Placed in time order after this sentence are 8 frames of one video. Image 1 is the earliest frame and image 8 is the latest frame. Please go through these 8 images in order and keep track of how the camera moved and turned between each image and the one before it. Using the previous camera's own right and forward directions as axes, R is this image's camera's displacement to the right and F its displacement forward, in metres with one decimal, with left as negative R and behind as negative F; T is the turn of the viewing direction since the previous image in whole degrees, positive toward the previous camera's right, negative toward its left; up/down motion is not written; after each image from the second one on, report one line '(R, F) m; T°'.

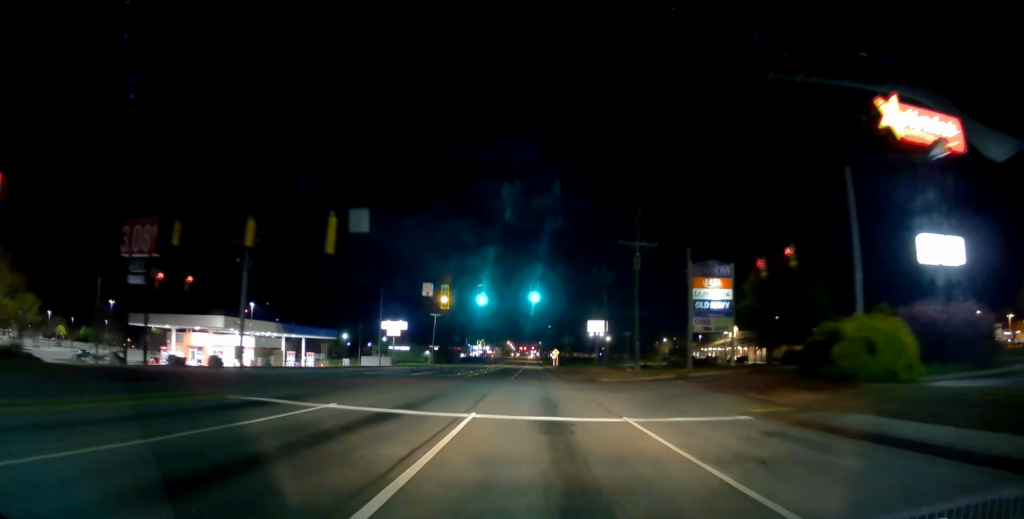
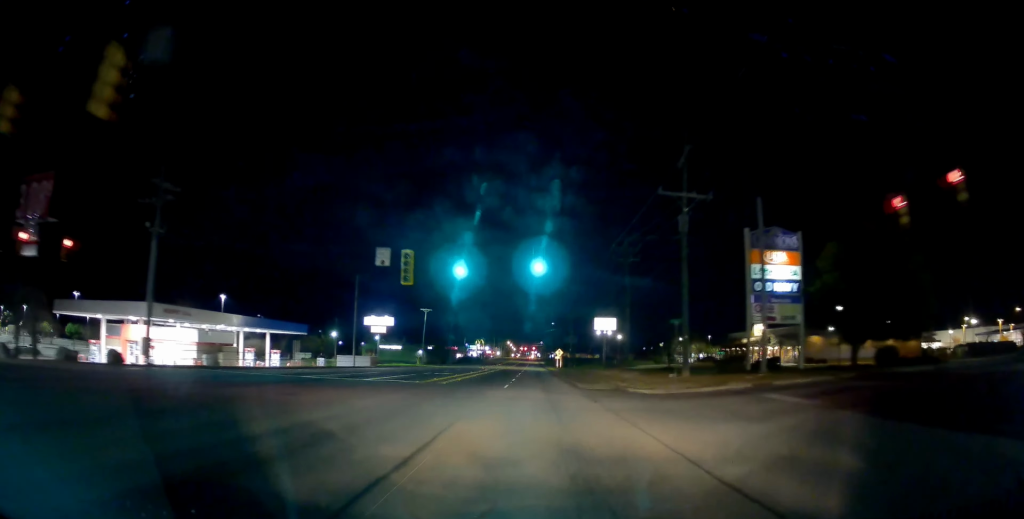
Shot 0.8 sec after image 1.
(+0.2, +13.9) m; +2°
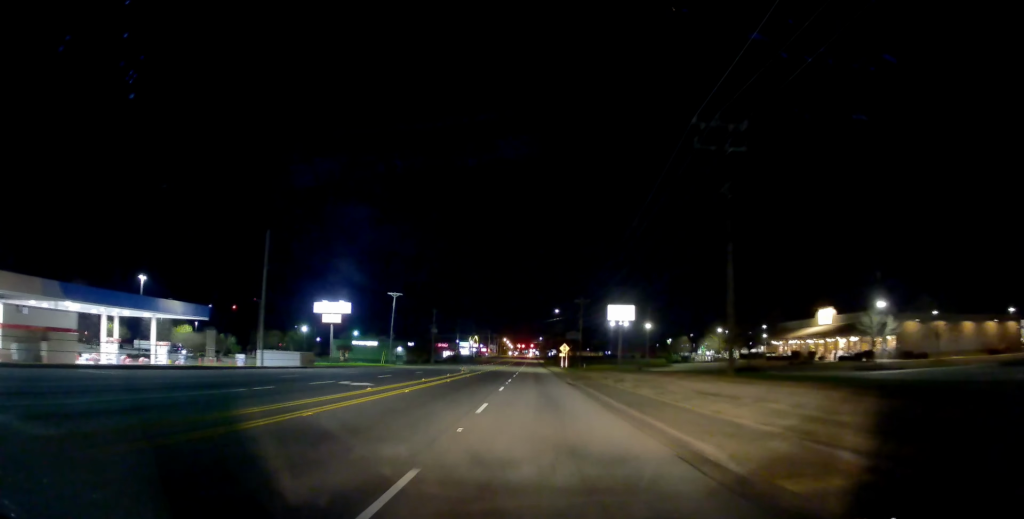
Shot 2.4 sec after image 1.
(0.0, +27.1) m; -1°
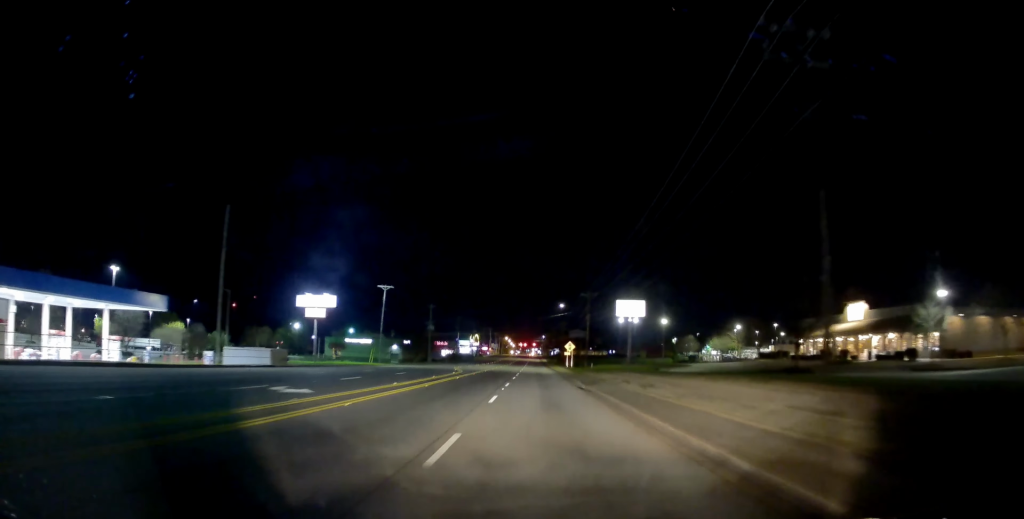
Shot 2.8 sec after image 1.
(-0.1, +8.1) m; -1°
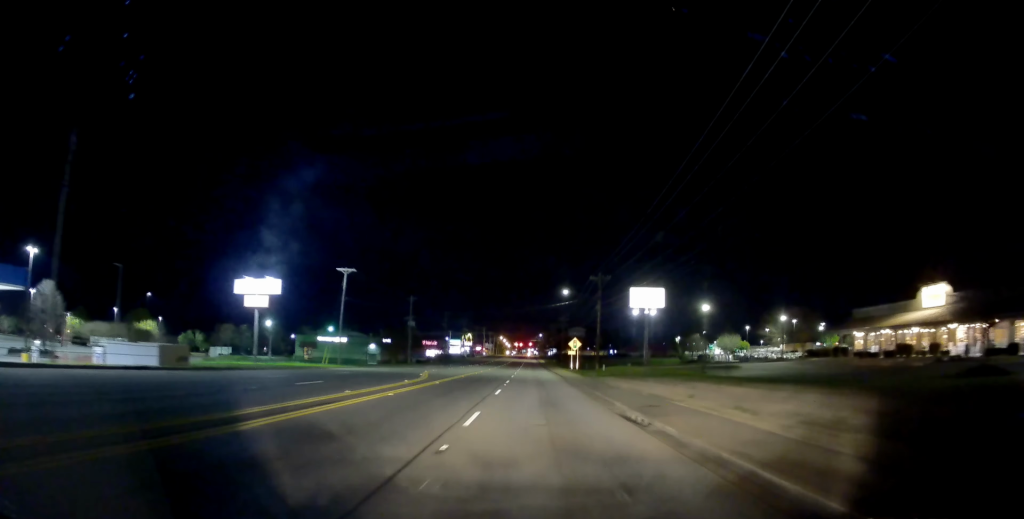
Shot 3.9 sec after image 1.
(0.0, +17.8) m; 0°
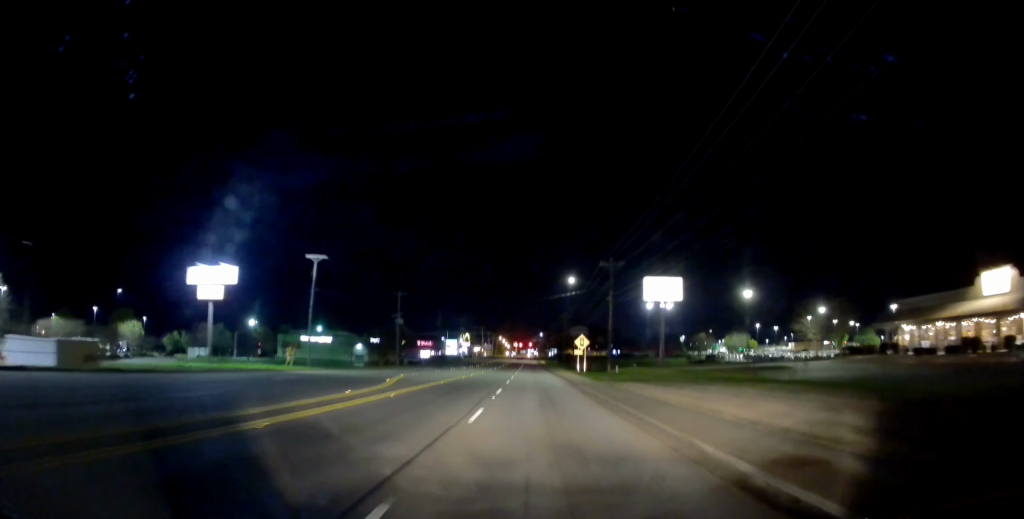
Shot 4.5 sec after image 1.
(0.0, +10.4) m; 0°
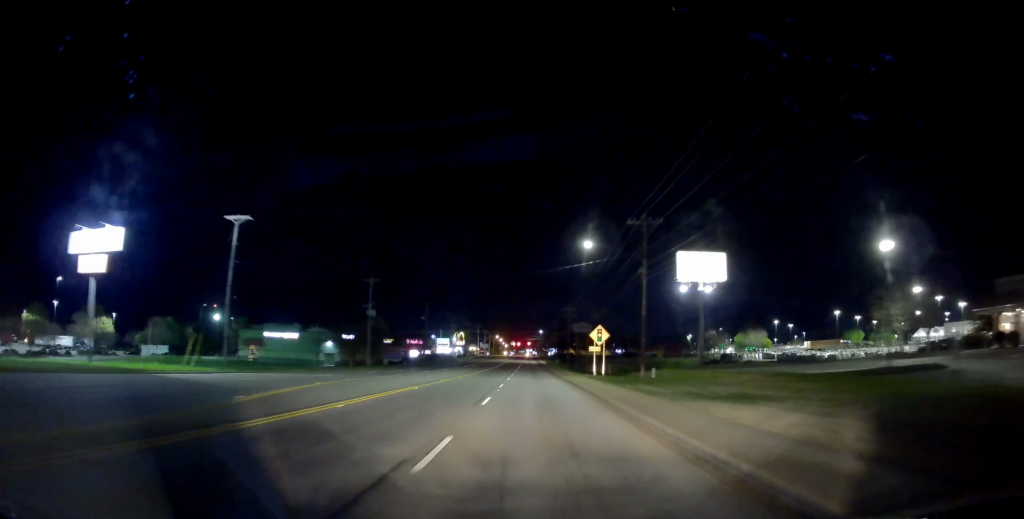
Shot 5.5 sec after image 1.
(0.0, +17.8) m; 0°
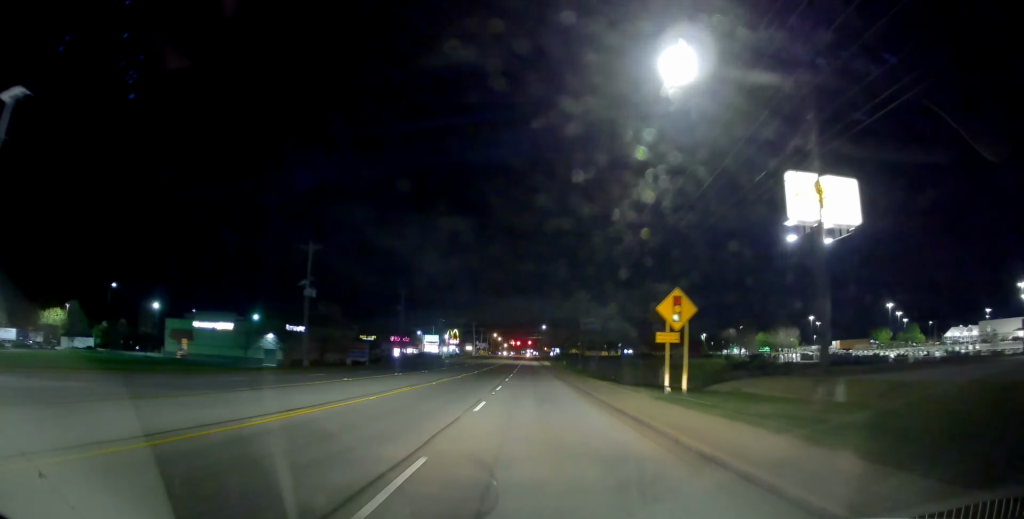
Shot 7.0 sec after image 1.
(0.0, +25.2) m; 0°
